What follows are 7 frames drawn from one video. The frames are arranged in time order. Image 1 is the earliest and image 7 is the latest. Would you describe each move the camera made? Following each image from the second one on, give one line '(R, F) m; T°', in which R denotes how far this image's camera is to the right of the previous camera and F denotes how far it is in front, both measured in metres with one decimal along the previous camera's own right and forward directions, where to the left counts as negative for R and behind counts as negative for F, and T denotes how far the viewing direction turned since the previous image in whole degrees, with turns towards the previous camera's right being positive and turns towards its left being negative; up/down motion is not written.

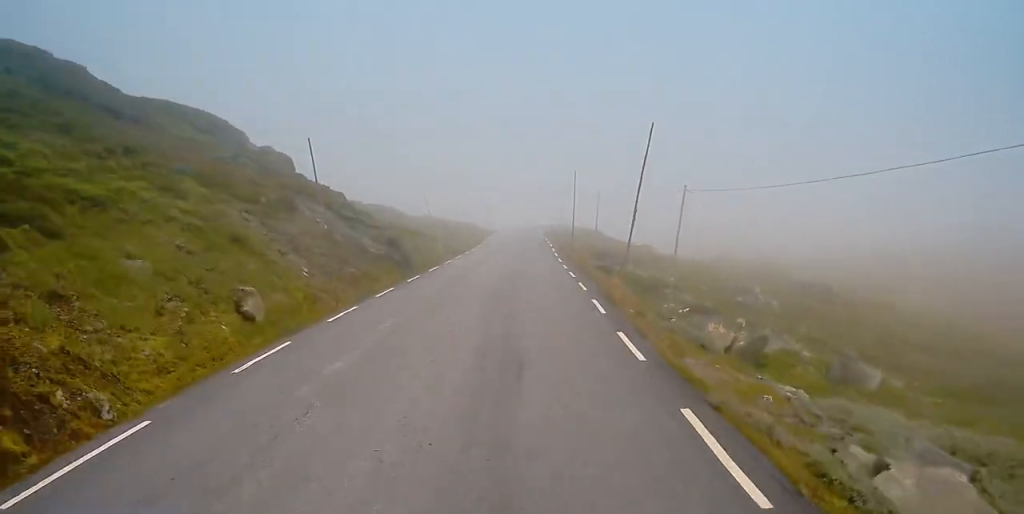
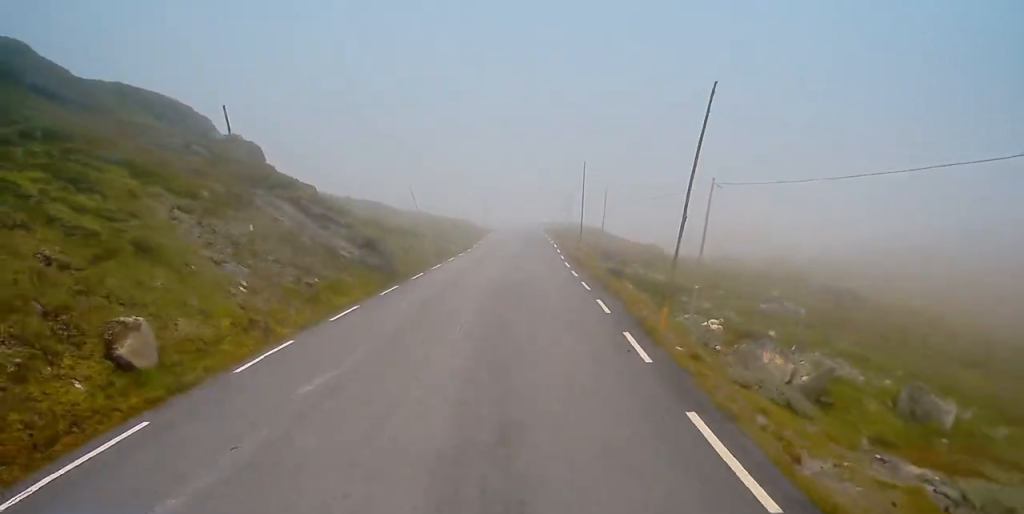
(-0.1, +5.9) m; 0°
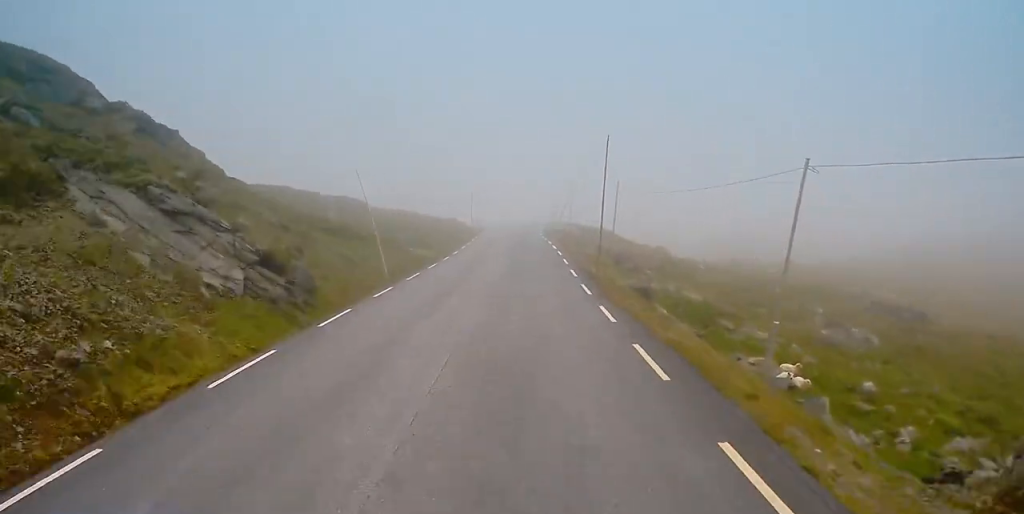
(+0.2, +12.8) m; +2°
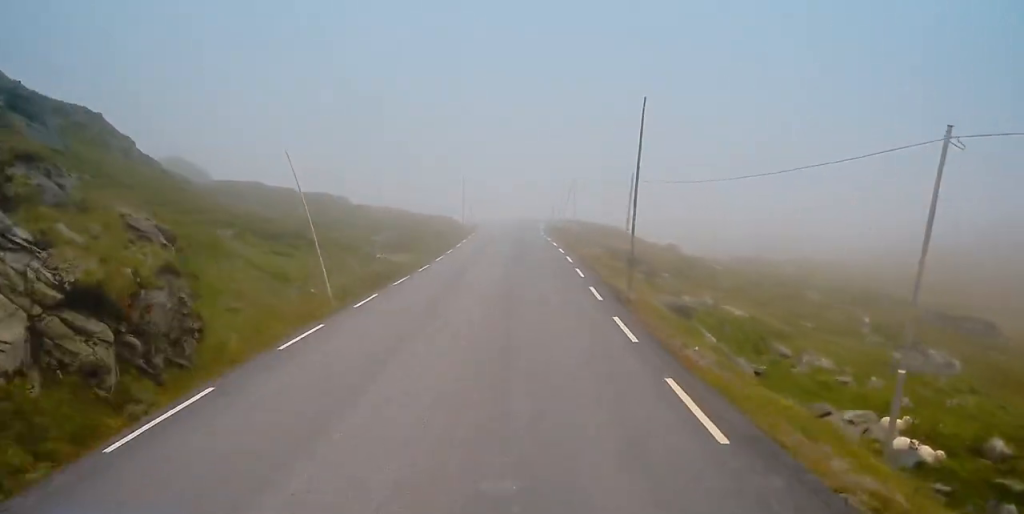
(+0.1, +8.8) m; +1°
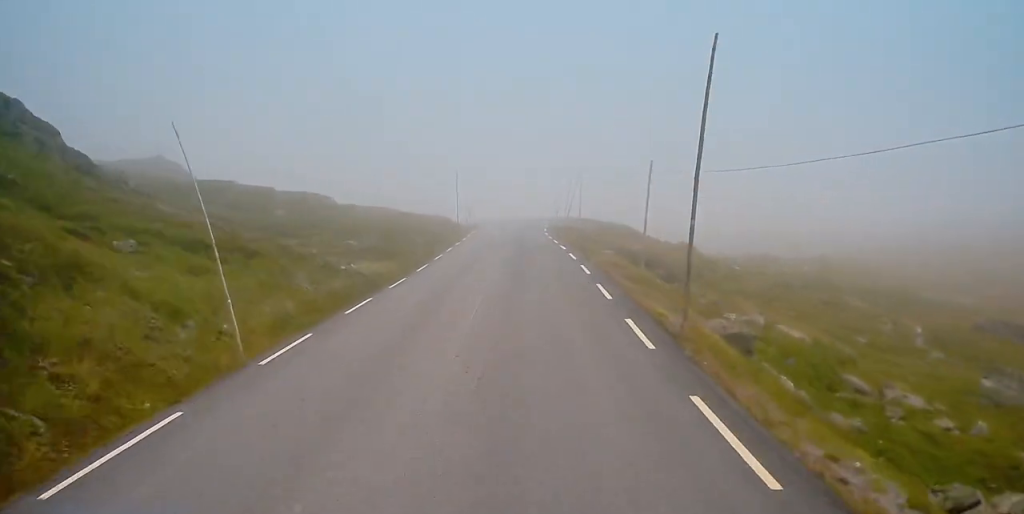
(+0.3, +7.2) m; 0°
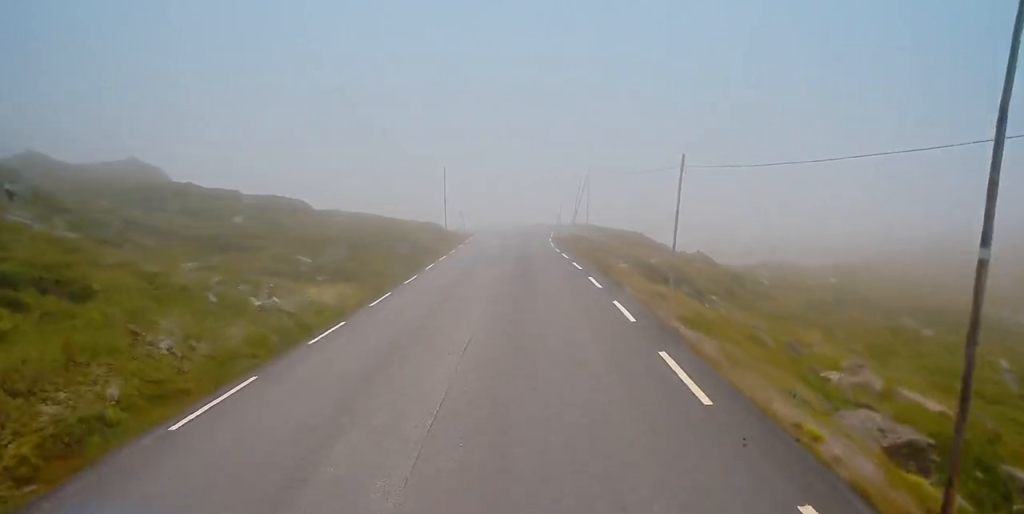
(-0.3, +9.4) m; -1°
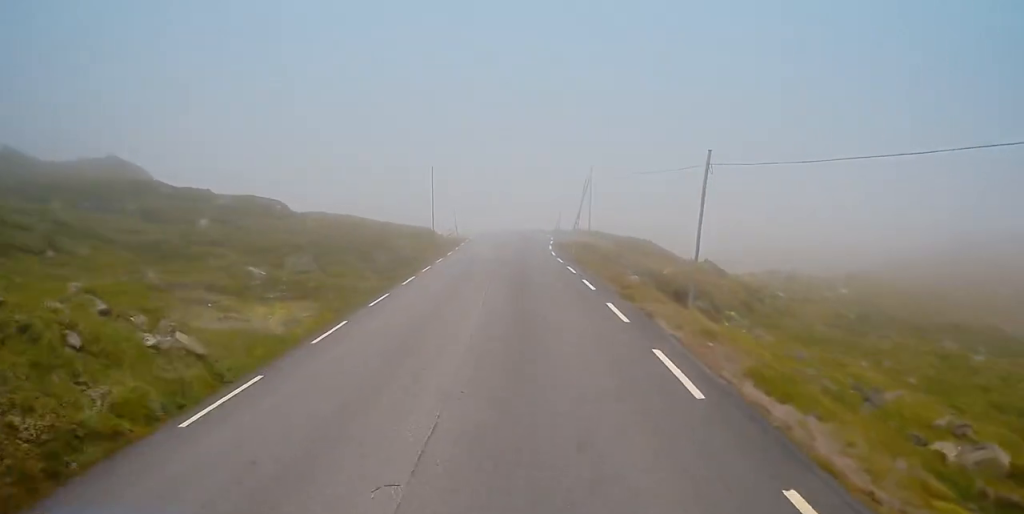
(0.0, +5.6) m; 0°
